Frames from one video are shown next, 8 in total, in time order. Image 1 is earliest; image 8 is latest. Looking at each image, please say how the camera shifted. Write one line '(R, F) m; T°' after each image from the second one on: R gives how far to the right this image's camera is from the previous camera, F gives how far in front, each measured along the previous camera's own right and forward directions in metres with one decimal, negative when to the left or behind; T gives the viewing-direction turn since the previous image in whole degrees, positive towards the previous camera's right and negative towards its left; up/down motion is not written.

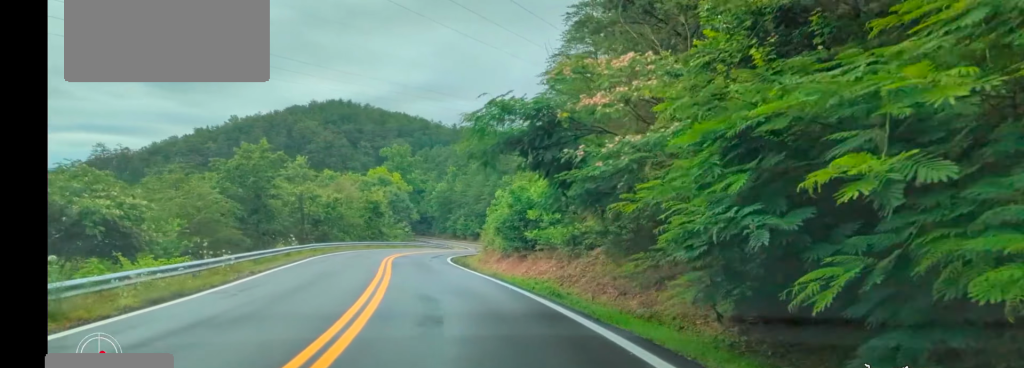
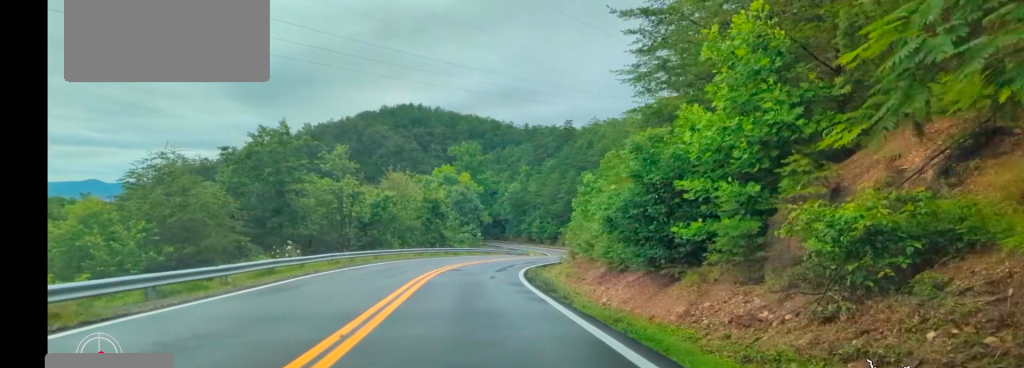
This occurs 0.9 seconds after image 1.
(-0.5, +13.0) m; -5°
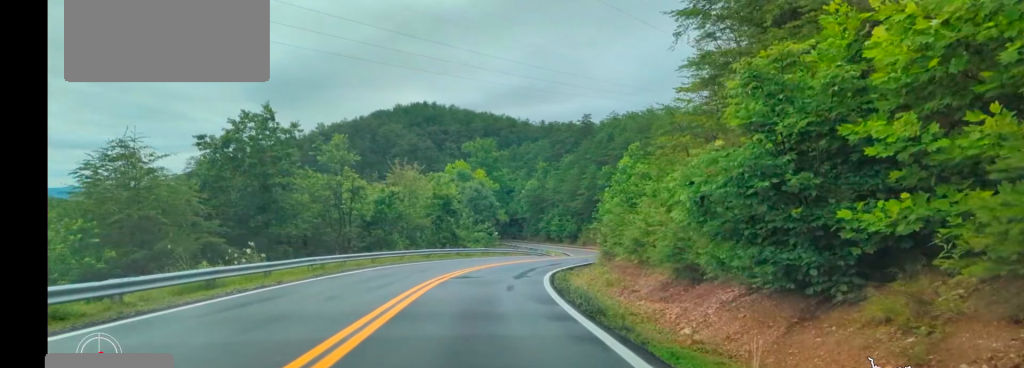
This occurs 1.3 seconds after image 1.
(-0.2, +5.8) m; -2°
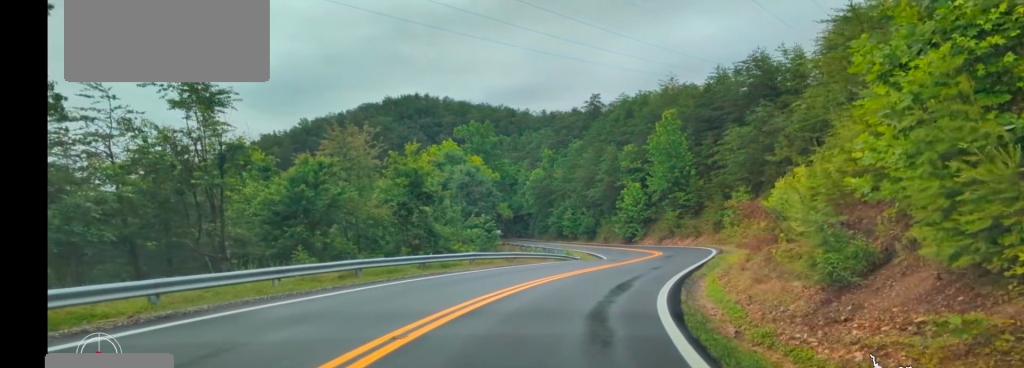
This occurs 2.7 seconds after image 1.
(-0.8, +19.4) m; -1°
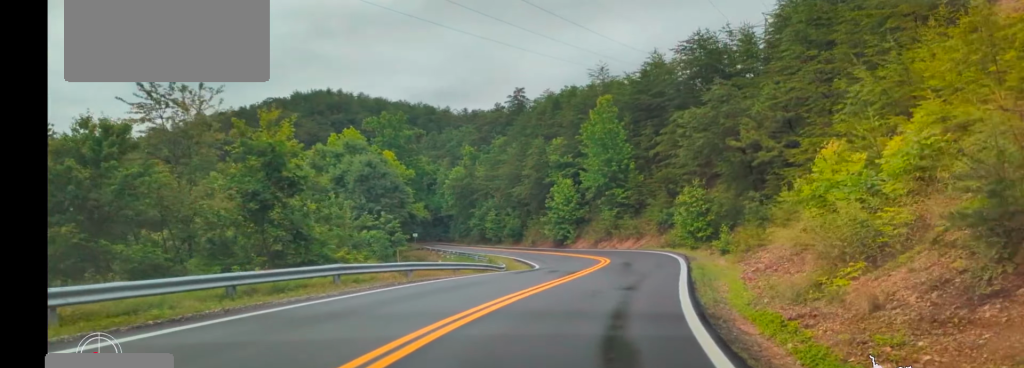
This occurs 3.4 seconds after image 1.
(+0.1, +8.9) m; +5°
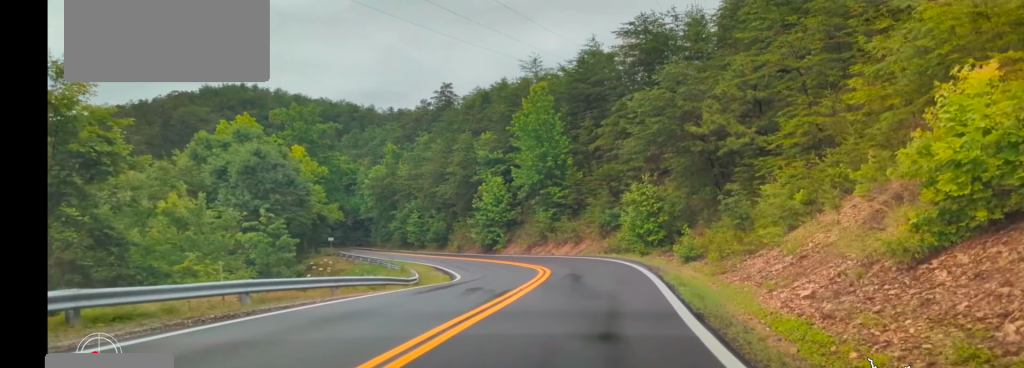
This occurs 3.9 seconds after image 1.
(+0.3, +6.8) m; +4°
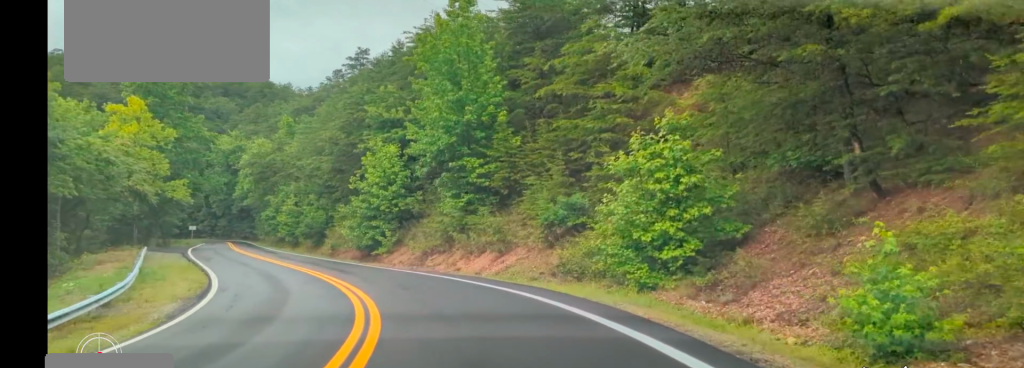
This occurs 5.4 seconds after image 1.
(+2.0, +19.3) m; +5°
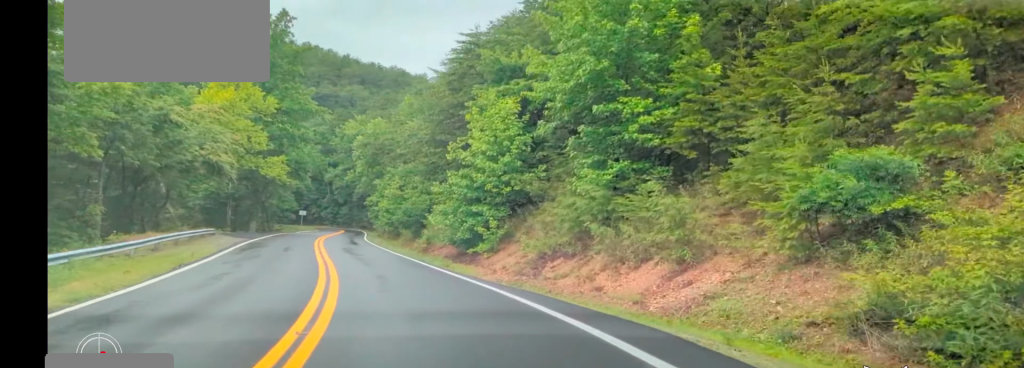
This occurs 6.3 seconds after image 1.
(-0.5, +12.4) m; -7°
